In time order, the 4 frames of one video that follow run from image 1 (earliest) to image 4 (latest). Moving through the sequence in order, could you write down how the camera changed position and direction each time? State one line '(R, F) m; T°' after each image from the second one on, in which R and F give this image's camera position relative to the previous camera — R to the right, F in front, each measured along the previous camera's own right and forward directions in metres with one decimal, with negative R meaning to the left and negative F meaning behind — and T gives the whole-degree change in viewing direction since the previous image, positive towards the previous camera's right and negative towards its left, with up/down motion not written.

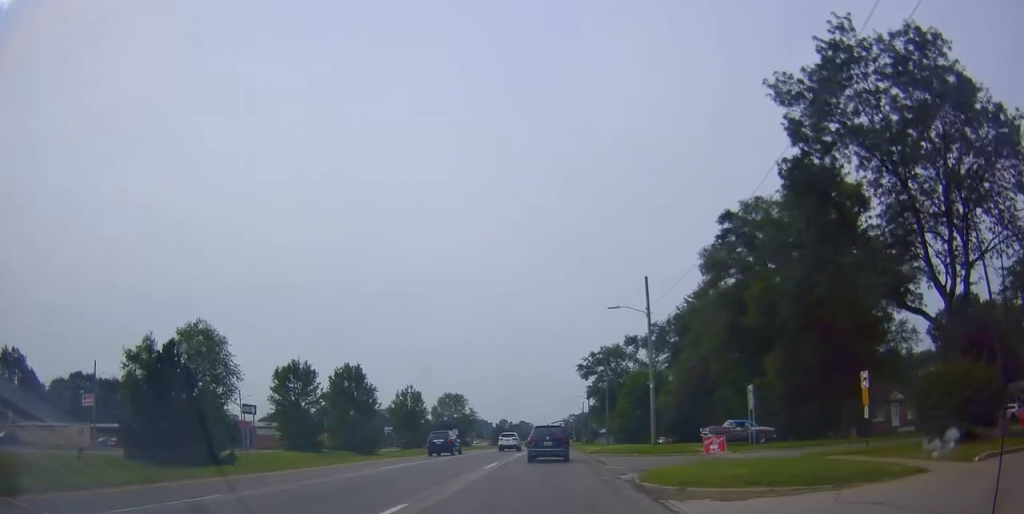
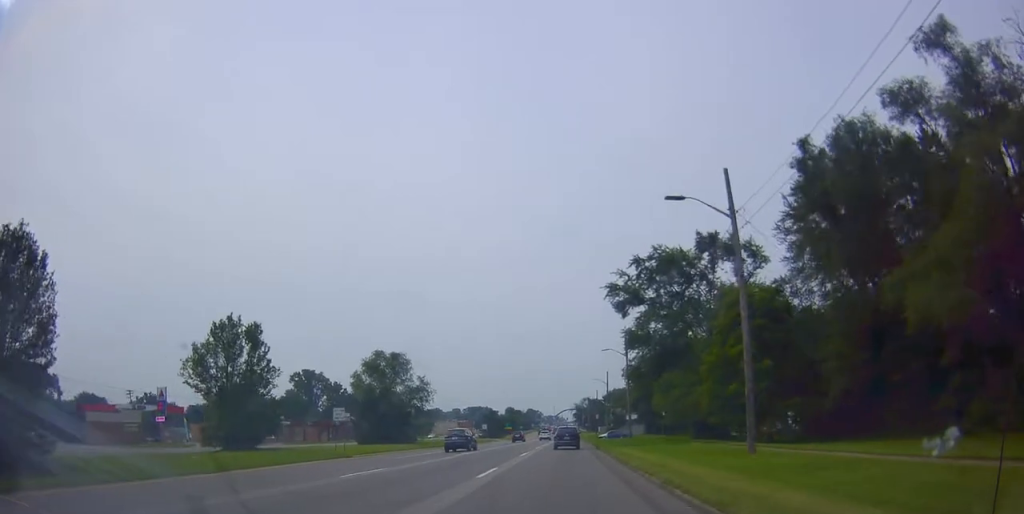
(-0.9, +48.6) m; -3°
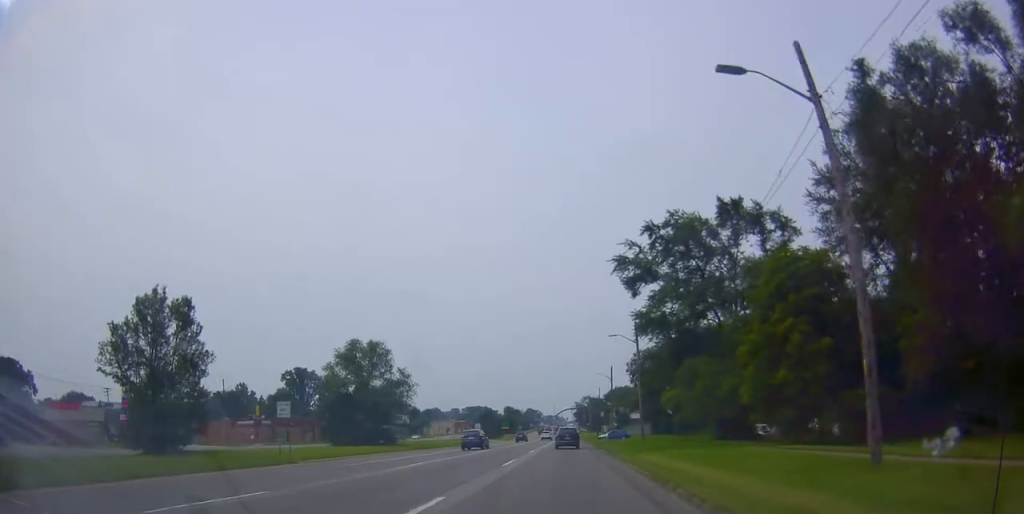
(-0.6, +7.5) m; 0°
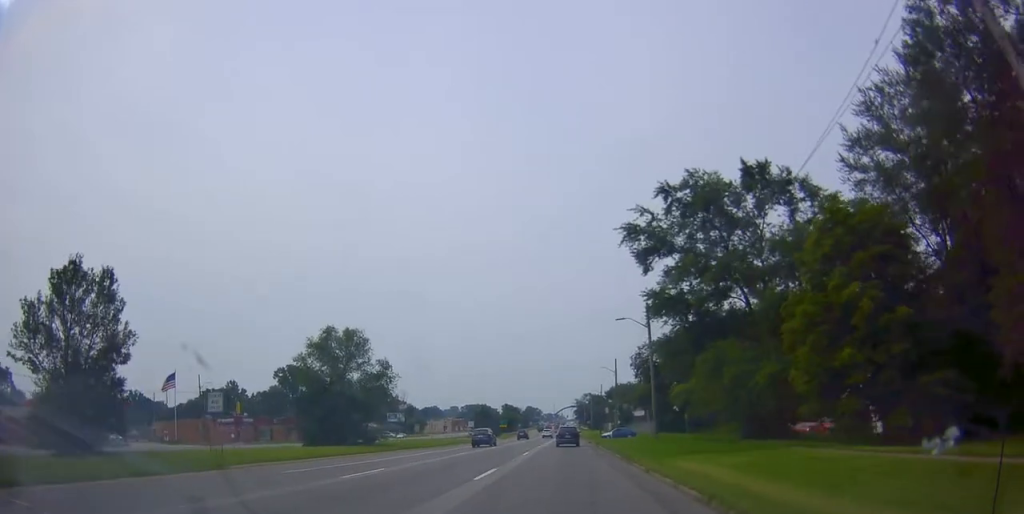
(+0.5, +6.4) m; +1°
